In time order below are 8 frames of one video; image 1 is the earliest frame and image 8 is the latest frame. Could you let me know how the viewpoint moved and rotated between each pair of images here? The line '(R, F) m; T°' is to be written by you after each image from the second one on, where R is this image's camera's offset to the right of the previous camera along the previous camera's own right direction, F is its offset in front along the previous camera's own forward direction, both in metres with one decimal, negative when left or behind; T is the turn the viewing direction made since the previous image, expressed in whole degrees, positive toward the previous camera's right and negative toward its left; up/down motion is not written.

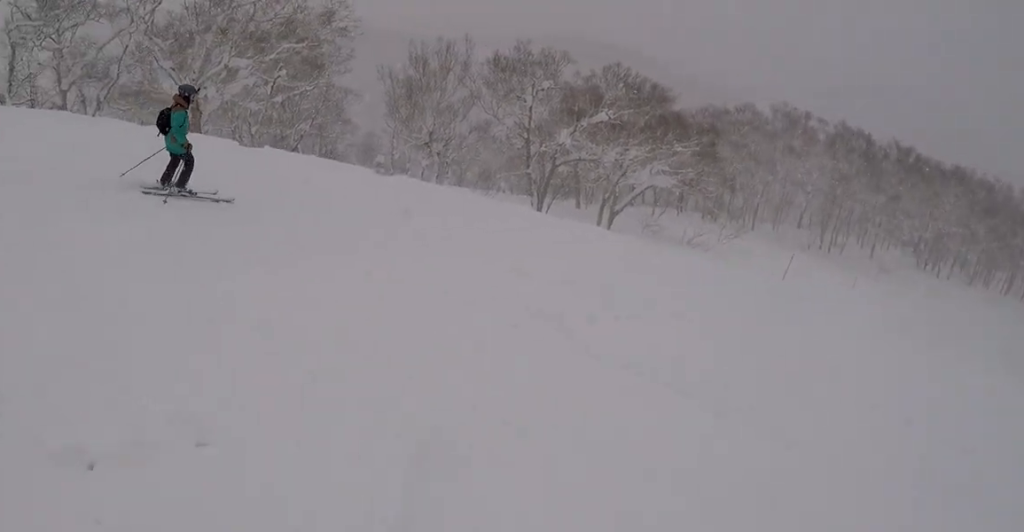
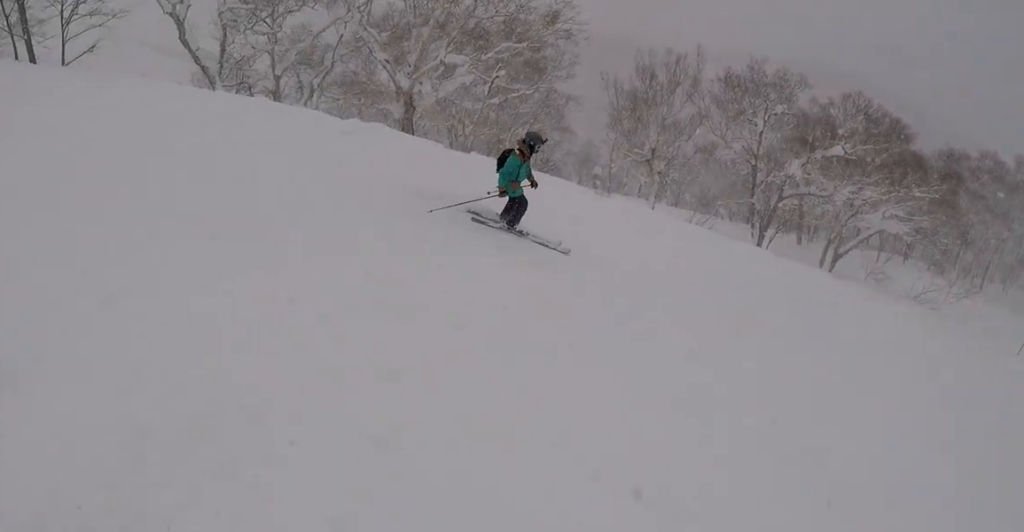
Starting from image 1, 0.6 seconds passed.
(0.0, +1.7) m; -18°
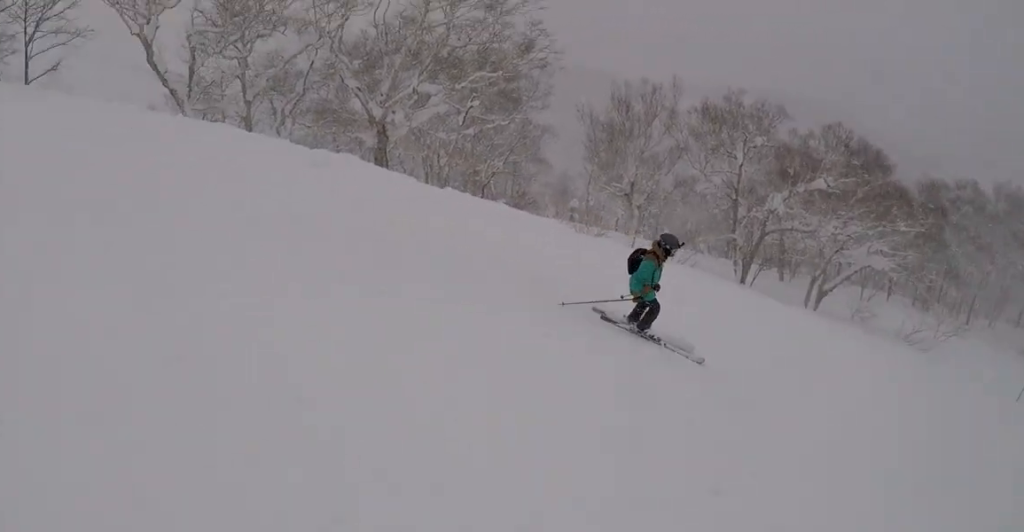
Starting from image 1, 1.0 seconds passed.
(-0.6, +1.4) m; +2°
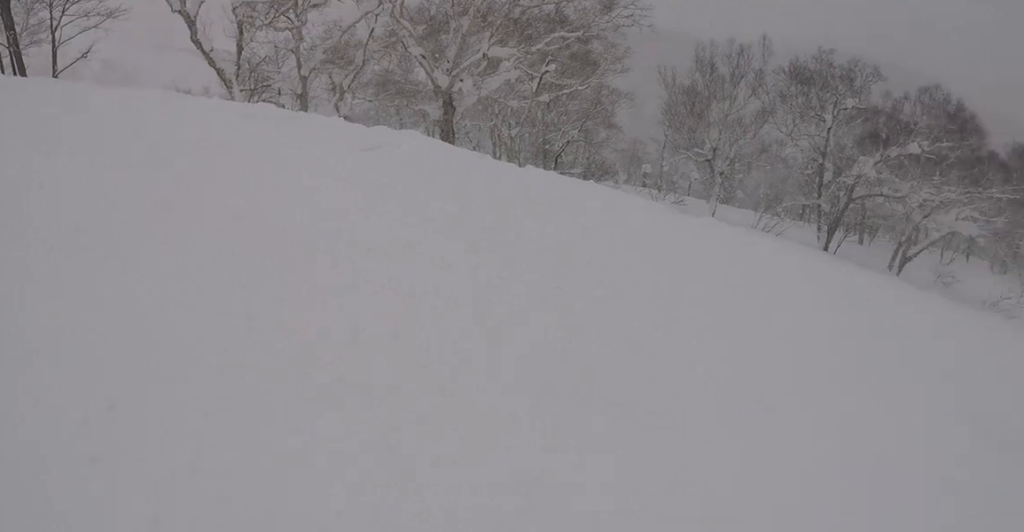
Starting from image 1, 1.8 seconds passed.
(-0.1, +2.8) m; +15°
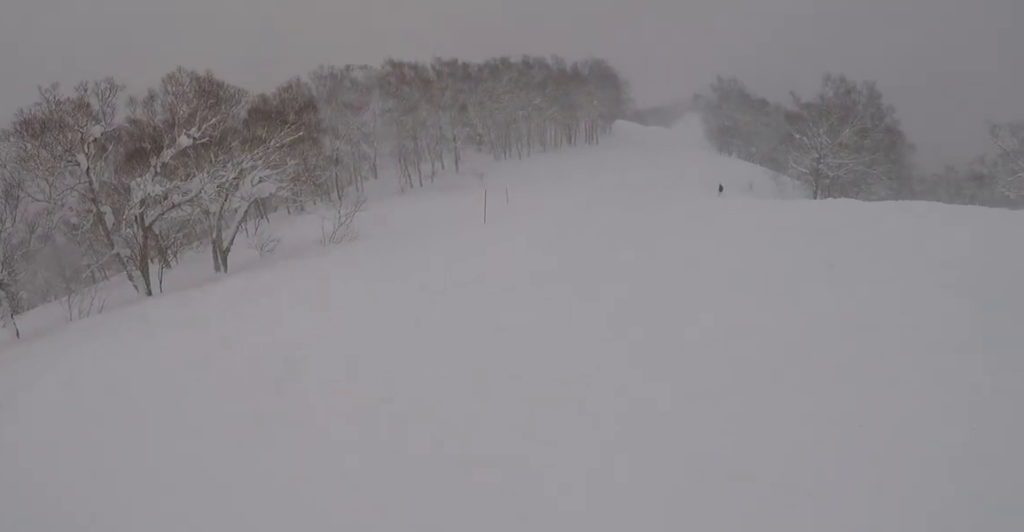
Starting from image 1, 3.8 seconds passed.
(+4.1, +5.7) m; +74°
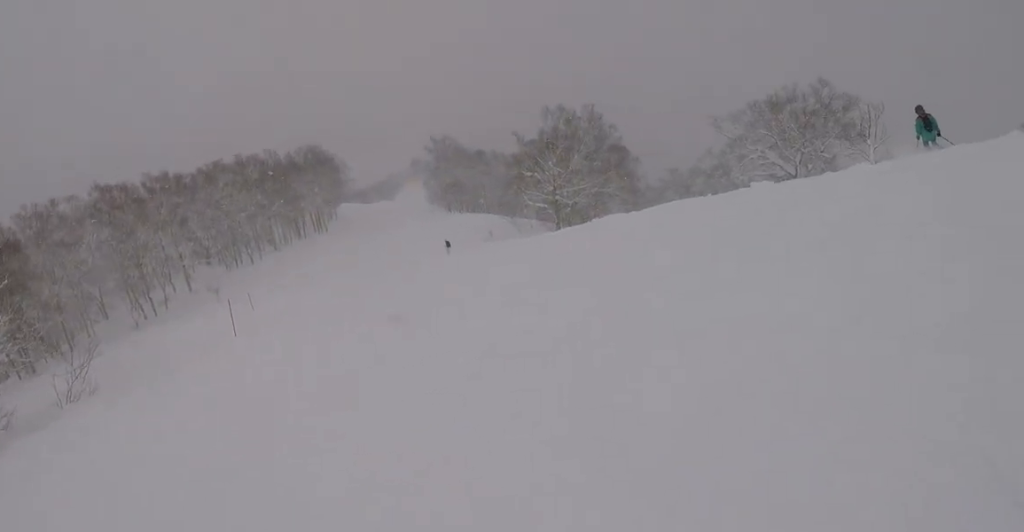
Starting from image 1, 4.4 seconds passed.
(+0.5, +3.1) m; +26°
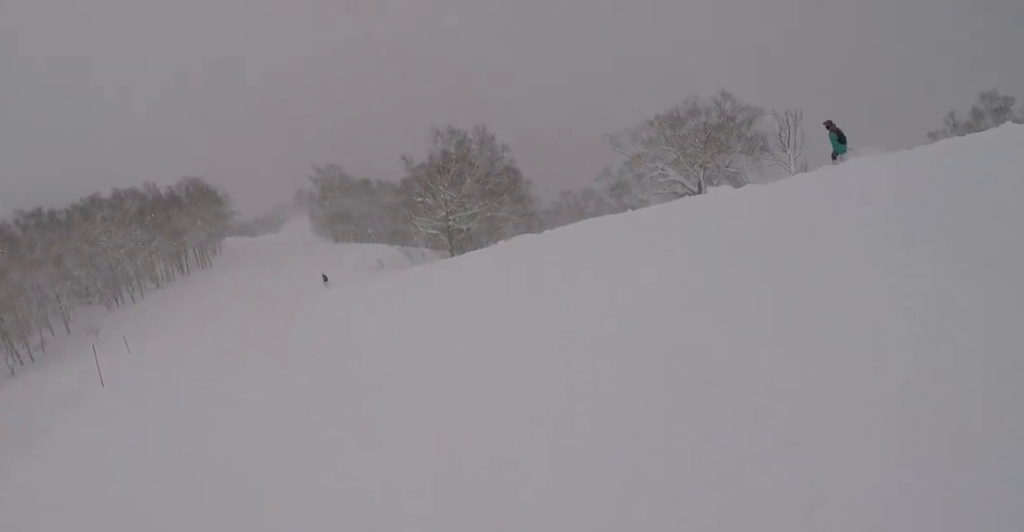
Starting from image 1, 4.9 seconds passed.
(+0.6, +2.0) m; +8°
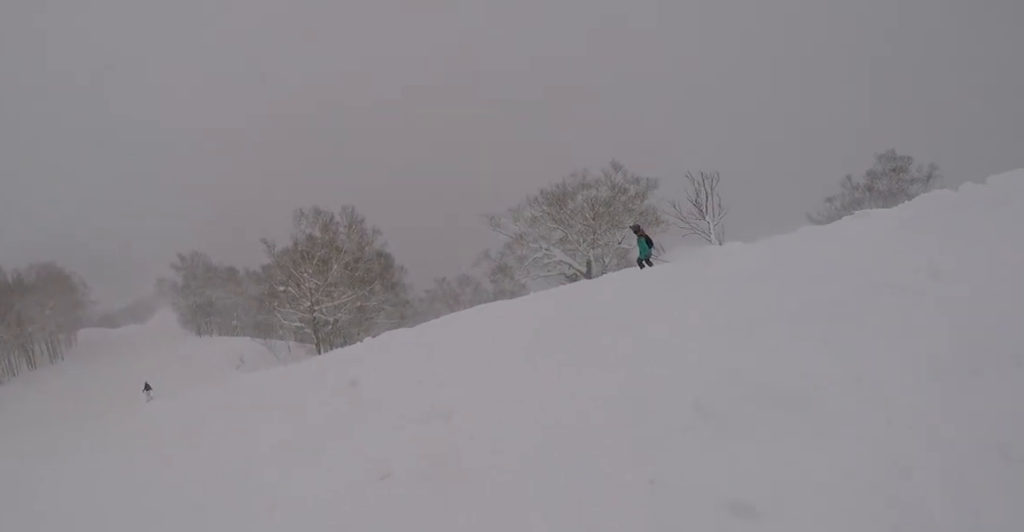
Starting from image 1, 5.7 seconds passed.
(+0.7, +3.7) m; +10°
